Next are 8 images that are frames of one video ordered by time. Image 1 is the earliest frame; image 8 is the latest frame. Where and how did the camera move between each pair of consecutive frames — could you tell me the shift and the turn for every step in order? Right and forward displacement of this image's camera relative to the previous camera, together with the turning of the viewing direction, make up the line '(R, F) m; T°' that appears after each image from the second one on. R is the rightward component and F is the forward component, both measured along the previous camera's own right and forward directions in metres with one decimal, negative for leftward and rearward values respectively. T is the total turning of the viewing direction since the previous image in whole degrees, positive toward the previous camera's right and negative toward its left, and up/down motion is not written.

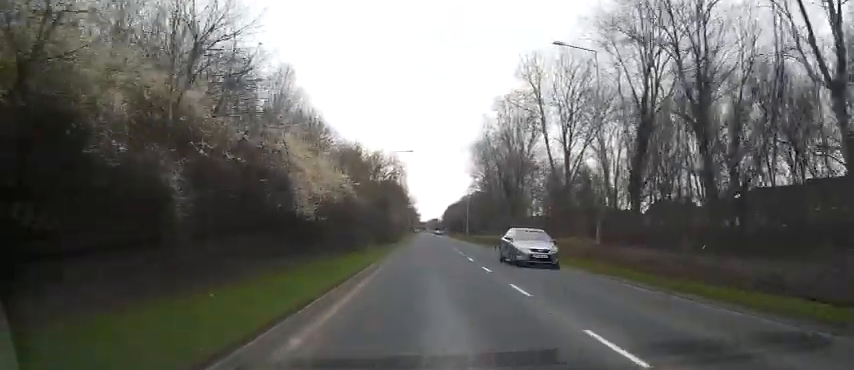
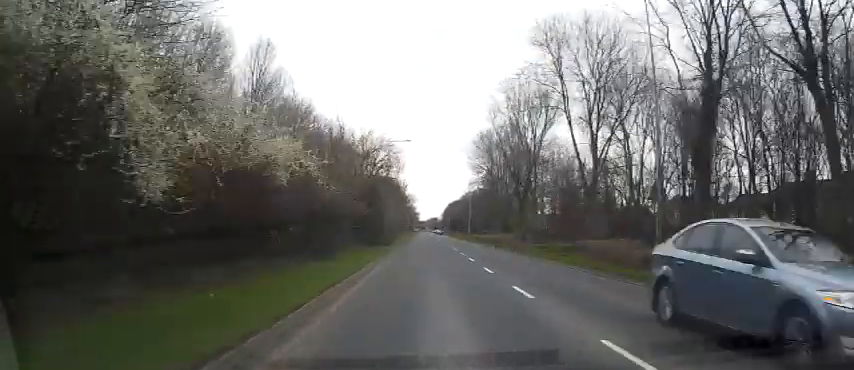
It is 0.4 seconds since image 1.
(-0.1, +6.8) m; 0°
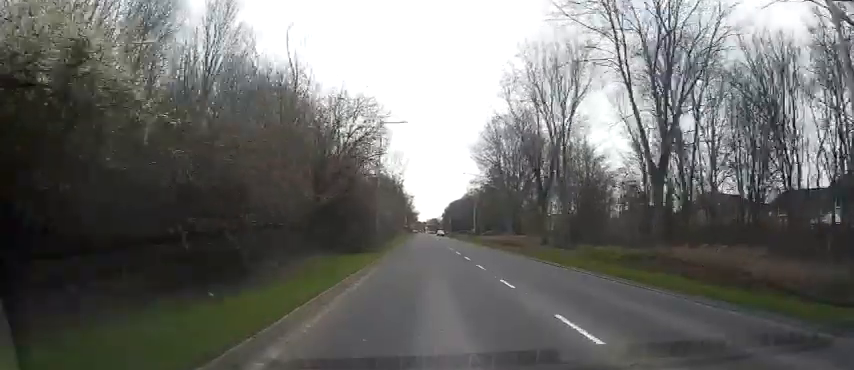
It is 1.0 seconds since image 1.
(0.0, +9.5) m; 0°
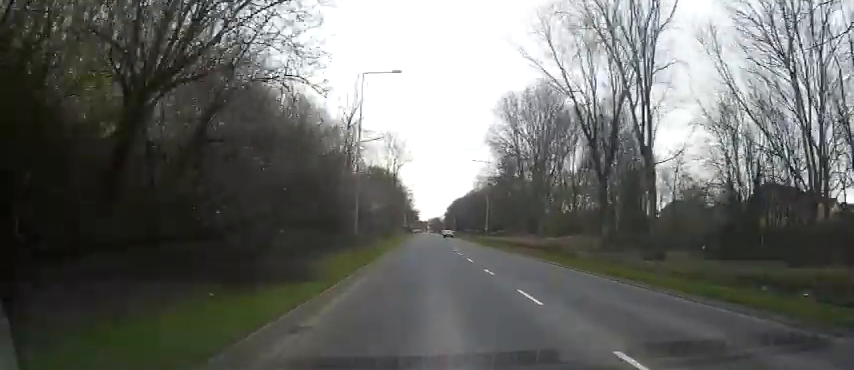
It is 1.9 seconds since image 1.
(0.0, +14.2) m; 0°
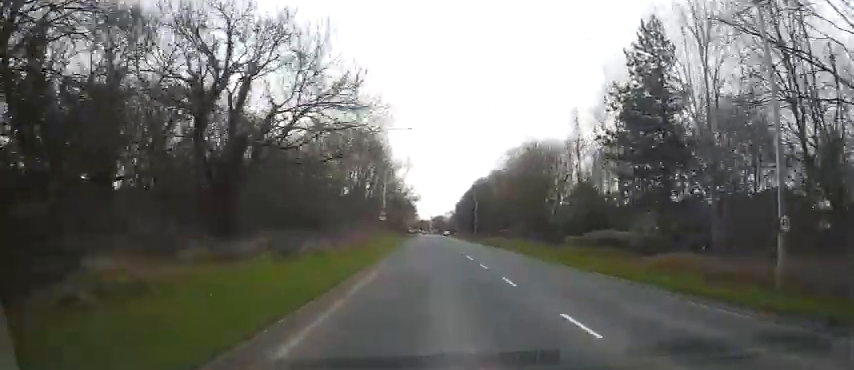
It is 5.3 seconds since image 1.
(+0.5, +54.5) m; +3°
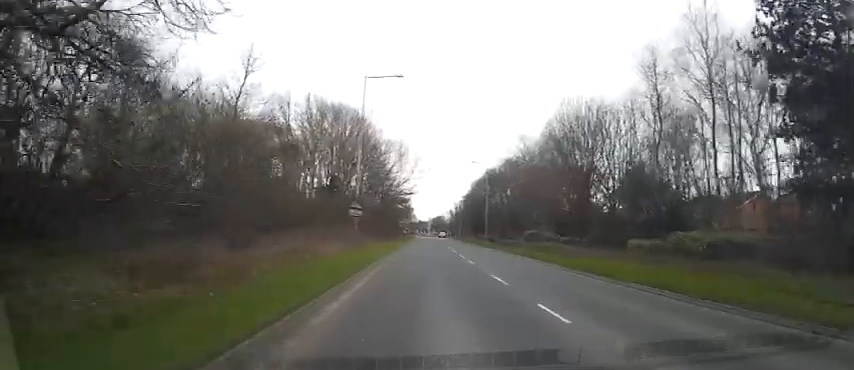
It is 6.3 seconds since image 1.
(+0.6, +15.2) m; -1°
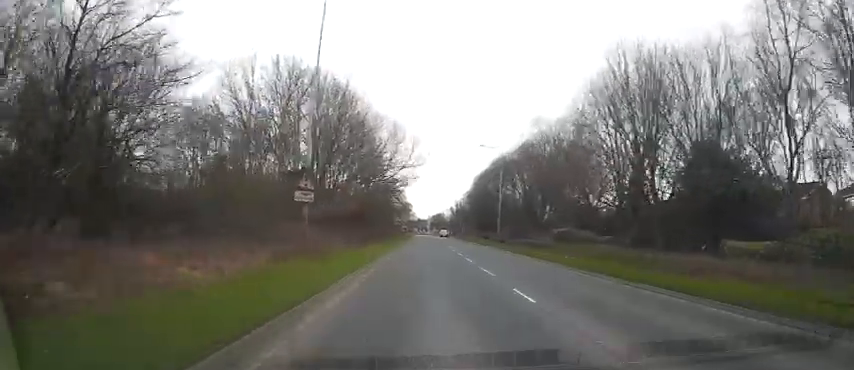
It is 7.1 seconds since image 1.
(-0.5, +11.8) m; -3°
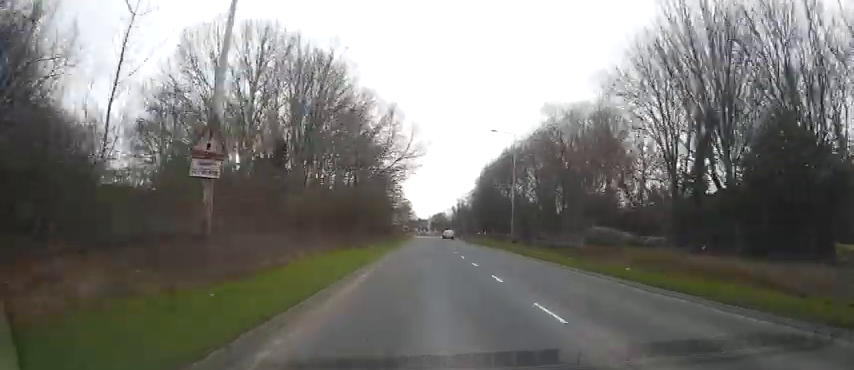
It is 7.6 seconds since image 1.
(-0.5, +8.4) m; -2°
